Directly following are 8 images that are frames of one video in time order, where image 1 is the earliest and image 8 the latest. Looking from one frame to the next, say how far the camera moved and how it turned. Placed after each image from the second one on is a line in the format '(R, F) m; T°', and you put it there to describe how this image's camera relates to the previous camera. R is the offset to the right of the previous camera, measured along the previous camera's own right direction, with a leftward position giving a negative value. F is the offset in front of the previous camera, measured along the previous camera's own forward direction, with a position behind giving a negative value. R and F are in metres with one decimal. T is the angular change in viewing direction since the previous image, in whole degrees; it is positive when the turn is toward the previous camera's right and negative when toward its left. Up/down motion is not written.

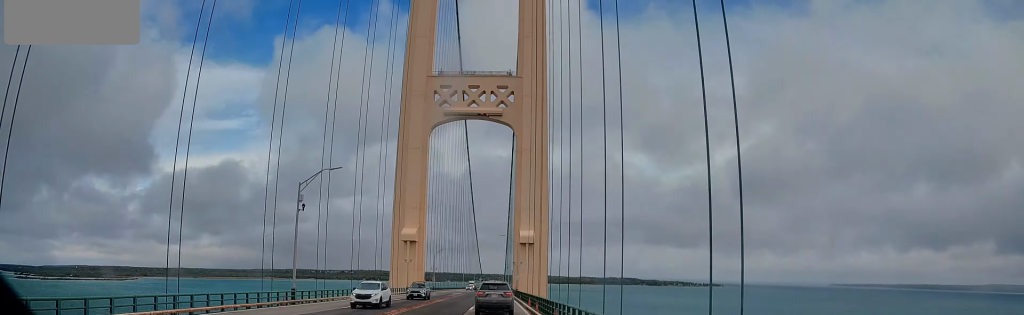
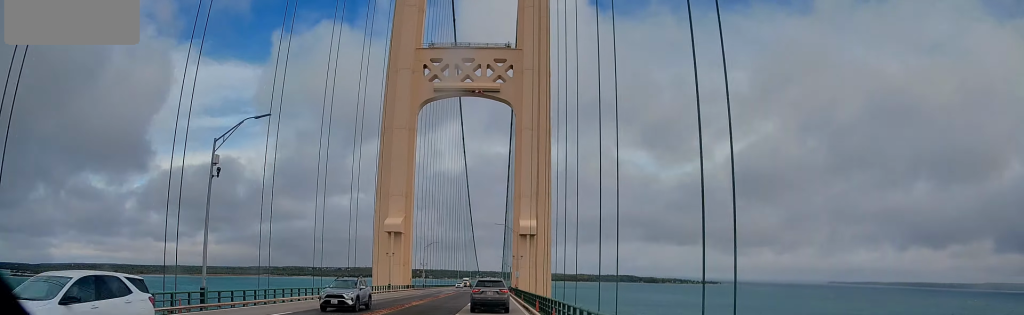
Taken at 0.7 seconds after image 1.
(-0.1, +13.2) m; 0°
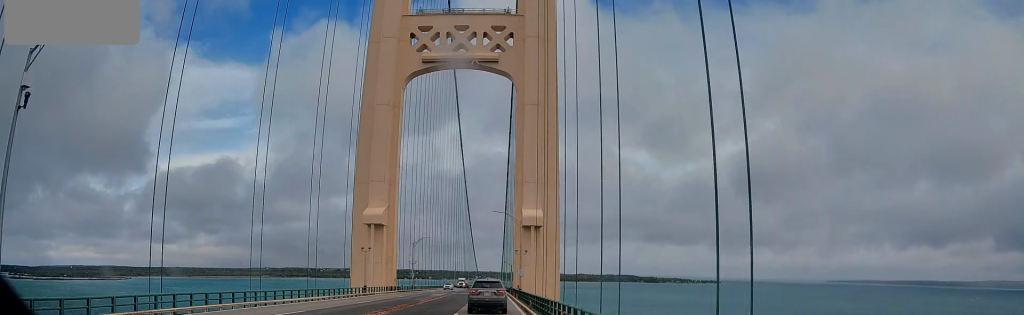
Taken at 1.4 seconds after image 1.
(+0.1, +14.1) m; +1°
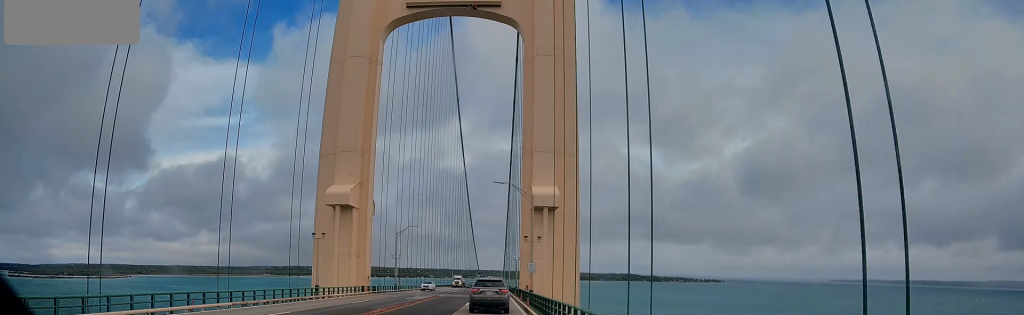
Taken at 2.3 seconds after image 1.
(+0.2, +16.6) m; +1°
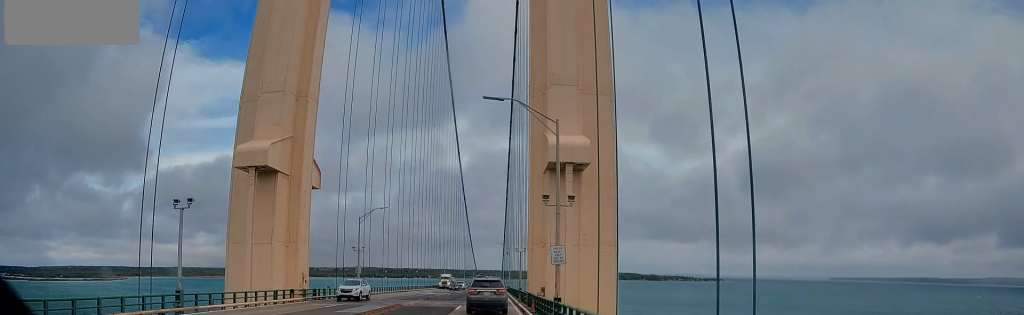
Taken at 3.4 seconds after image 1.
(0.0, +20.2) m; -1°
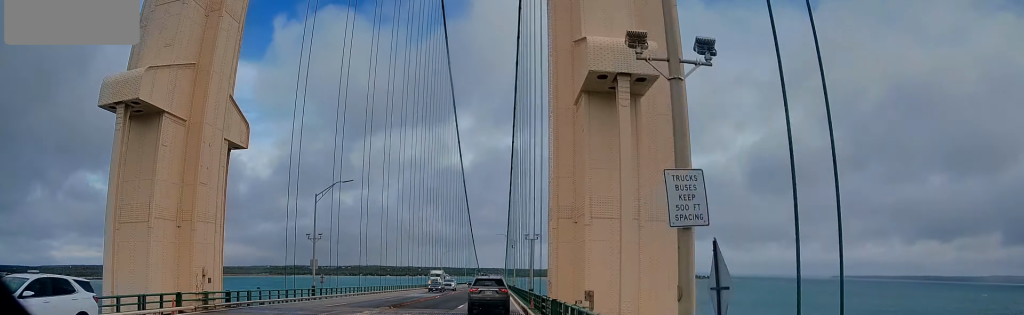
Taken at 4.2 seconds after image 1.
(-0.2, +15.8) m; -1°
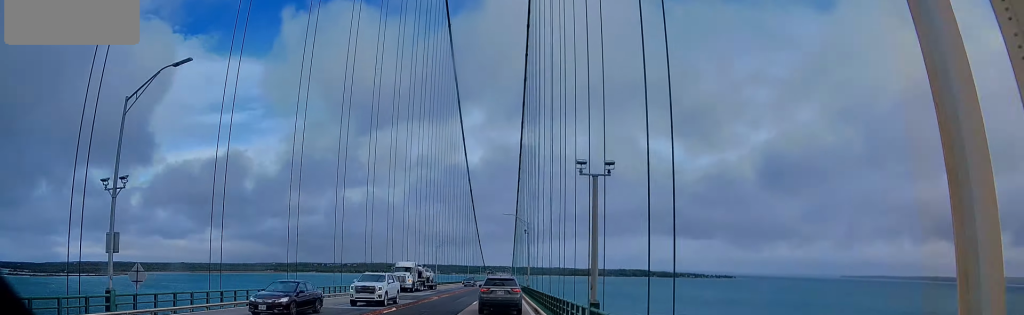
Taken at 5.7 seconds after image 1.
(-0.3, +24.7) m; -1°
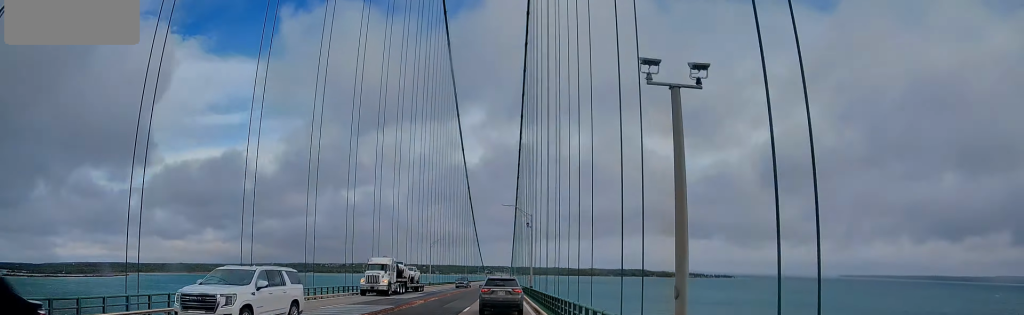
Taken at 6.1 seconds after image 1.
(0.0, +7.6) m; 0°
